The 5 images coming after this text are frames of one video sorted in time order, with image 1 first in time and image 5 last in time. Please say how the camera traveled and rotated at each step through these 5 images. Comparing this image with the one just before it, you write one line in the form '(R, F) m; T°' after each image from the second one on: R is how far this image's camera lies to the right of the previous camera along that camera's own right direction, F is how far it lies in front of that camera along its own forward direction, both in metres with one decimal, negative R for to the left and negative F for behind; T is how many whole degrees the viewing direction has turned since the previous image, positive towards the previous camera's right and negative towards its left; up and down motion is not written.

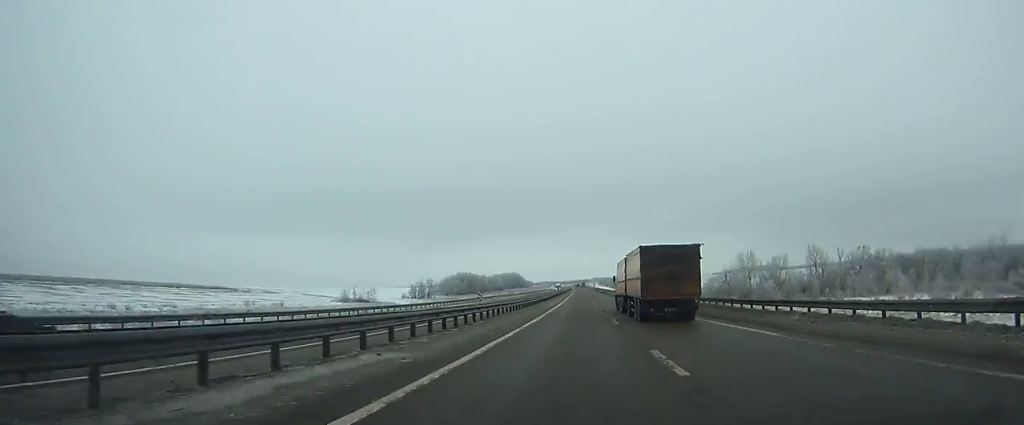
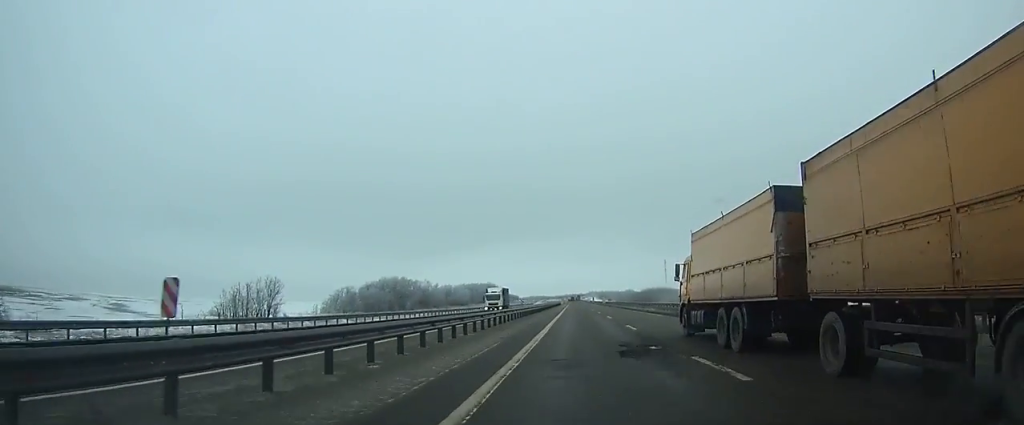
(+0.2, +141.4) m; 0°
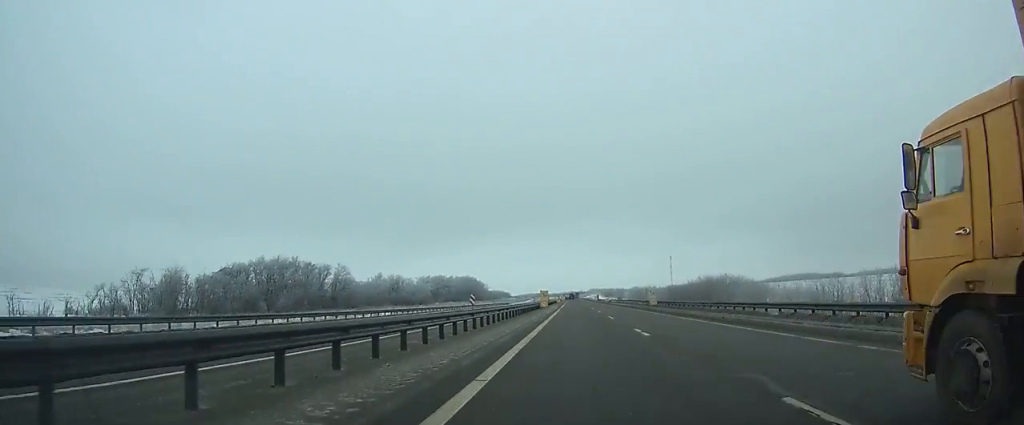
(+0.3, +101.1) m; 0°
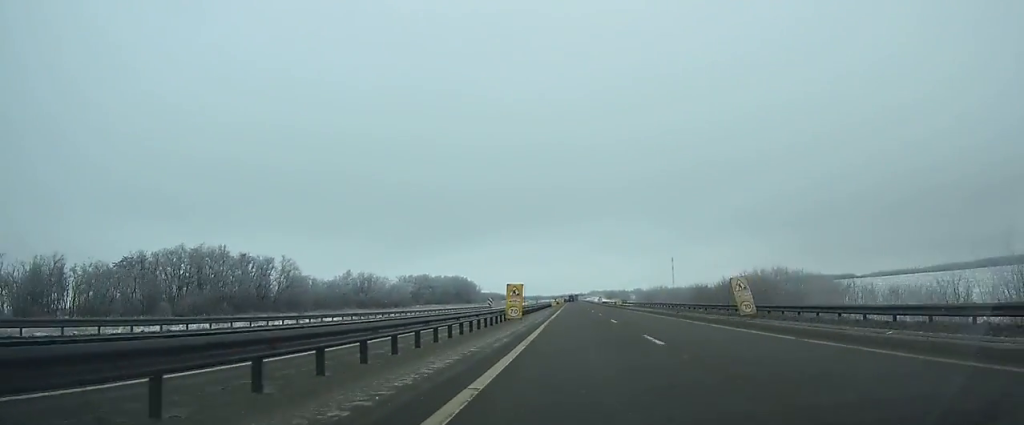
(+0.1, +34.8) m; 0°
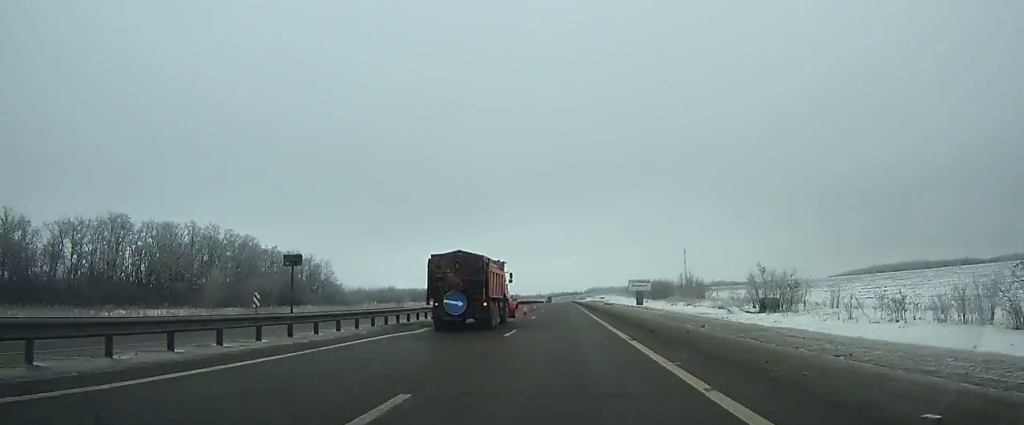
(+1.7, +252.7) m; -1°
